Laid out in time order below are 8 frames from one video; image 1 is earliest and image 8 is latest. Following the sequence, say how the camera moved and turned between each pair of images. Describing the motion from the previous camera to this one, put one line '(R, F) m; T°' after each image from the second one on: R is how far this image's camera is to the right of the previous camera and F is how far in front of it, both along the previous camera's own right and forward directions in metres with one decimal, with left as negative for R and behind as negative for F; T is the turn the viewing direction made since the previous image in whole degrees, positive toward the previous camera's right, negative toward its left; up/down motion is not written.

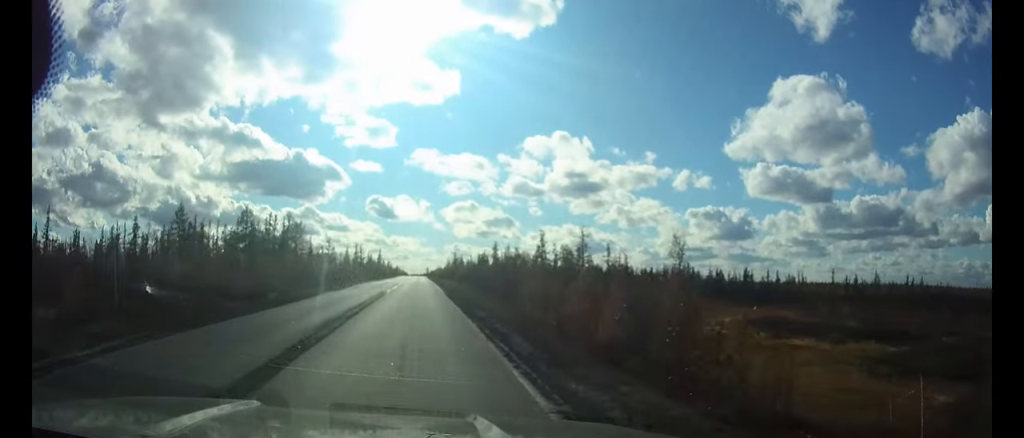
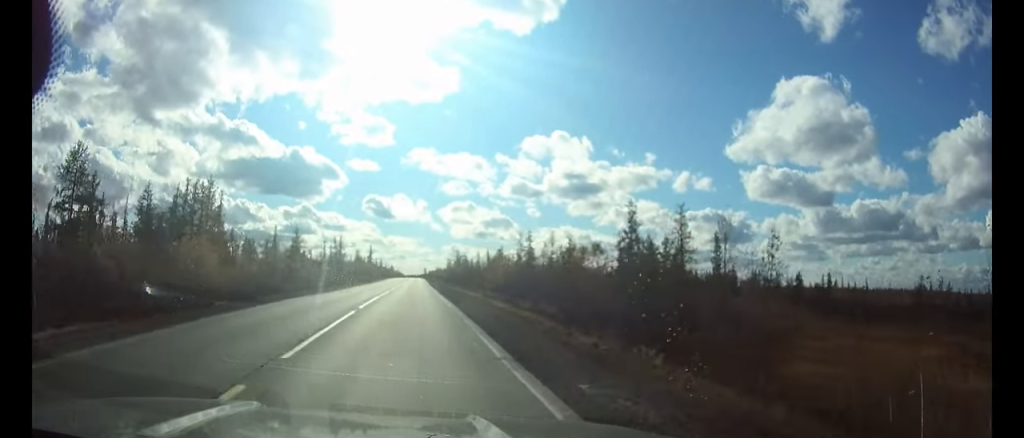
(0.0, +44.9) m; 0°
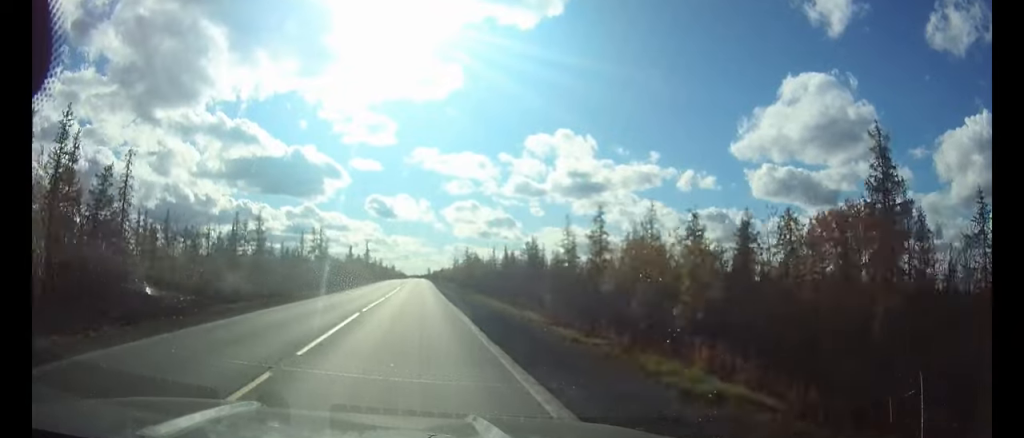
(-0.1, +36.2) m; 0°
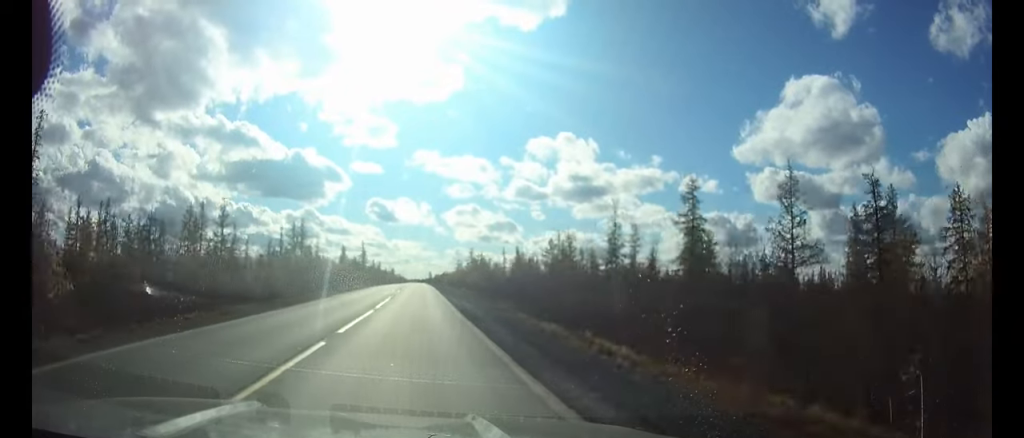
(0.0, +20.2) m; 0°
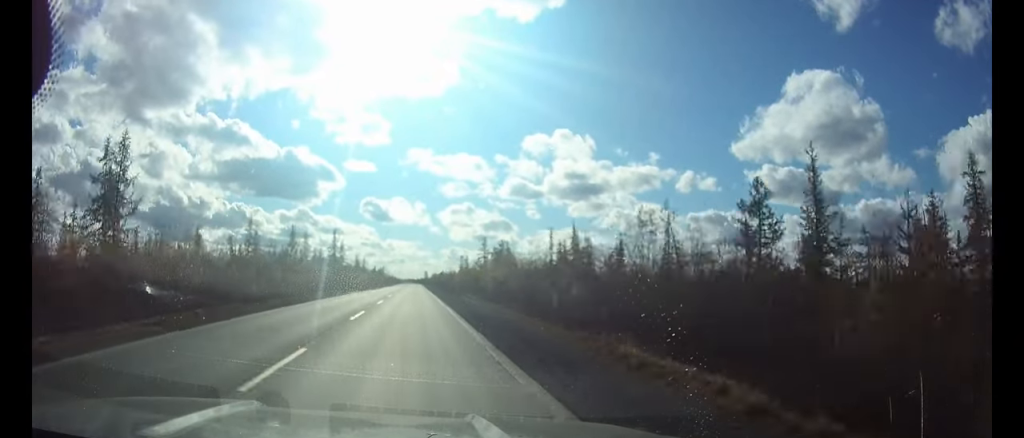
(+0.2, +62.1) m; 0°
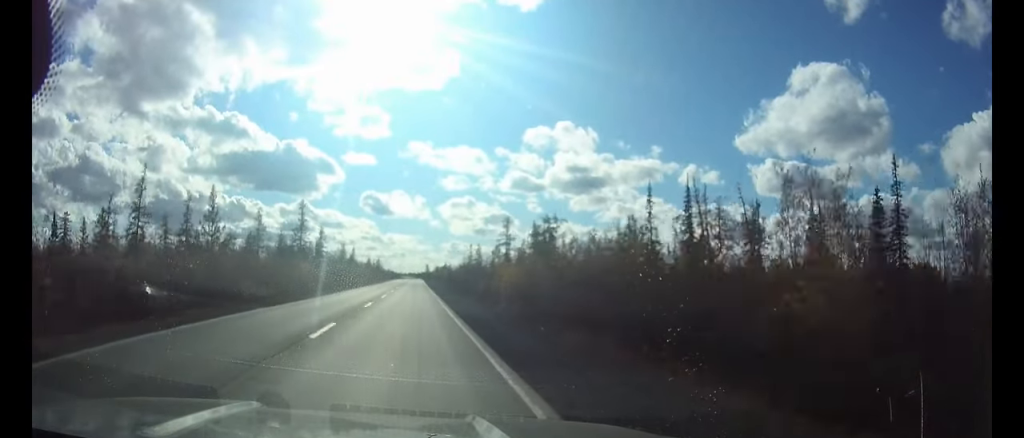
(0.0, +42.5) m; 0°
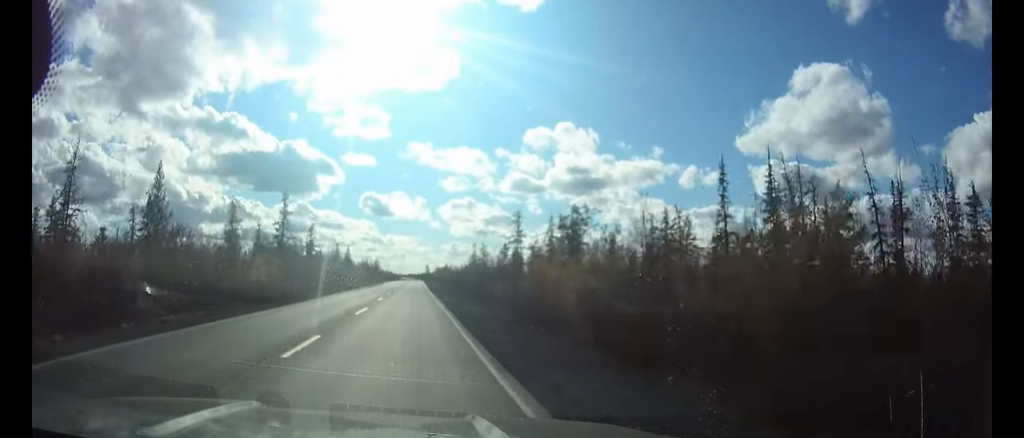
(0.0, +14.9) m; 0°
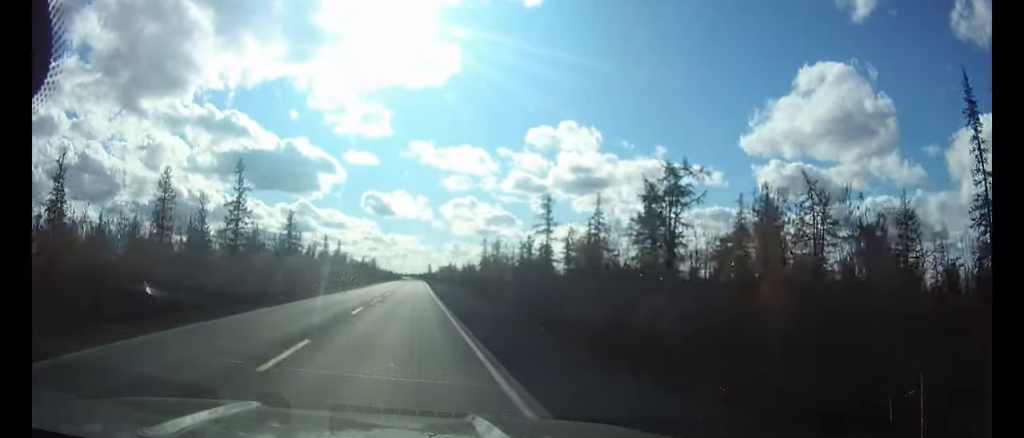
(0.0, +25.5) m; 0°
